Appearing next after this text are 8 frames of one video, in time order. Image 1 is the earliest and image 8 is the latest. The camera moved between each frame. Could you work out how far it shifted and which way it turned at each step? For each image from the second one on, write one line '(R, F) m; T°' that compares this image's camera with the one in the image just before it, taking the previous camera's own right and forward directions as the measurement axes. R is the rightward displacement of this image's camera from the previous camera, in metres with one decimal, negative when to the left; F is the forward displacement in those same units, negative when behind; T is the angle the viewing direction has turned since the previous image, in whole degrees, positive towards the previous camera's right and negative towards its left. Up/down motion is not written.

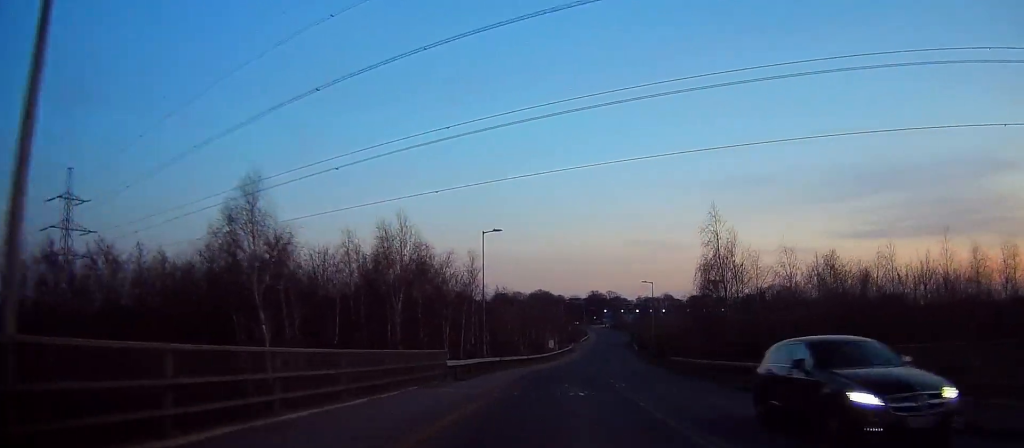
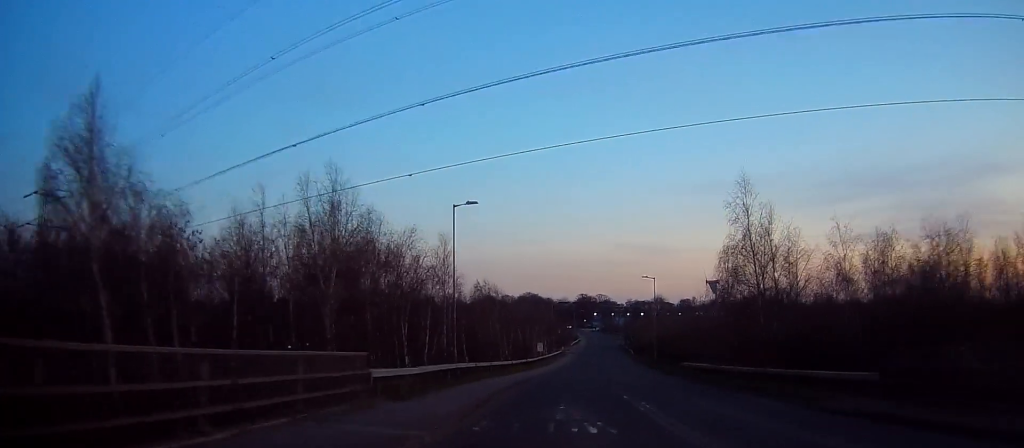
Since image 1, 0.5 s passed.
(+0.1, +8.2) m; +1°
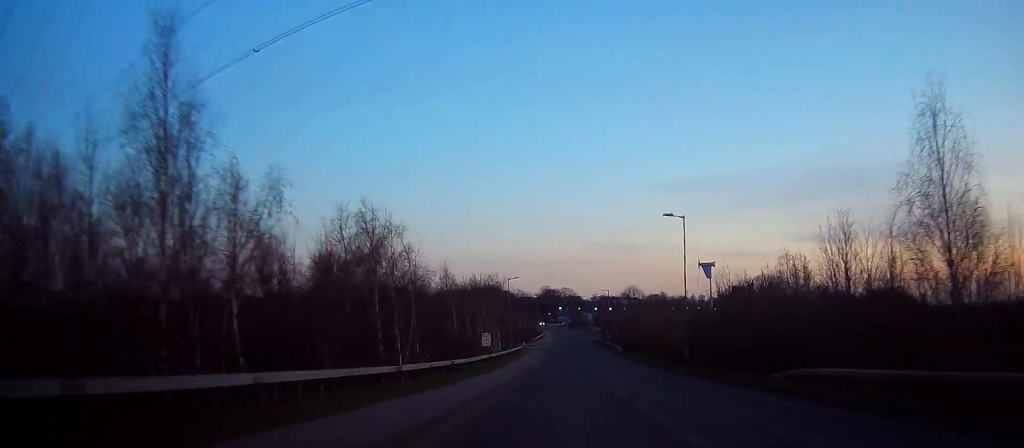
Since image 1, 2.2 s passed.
(+0.7, +27.2) m; +2°
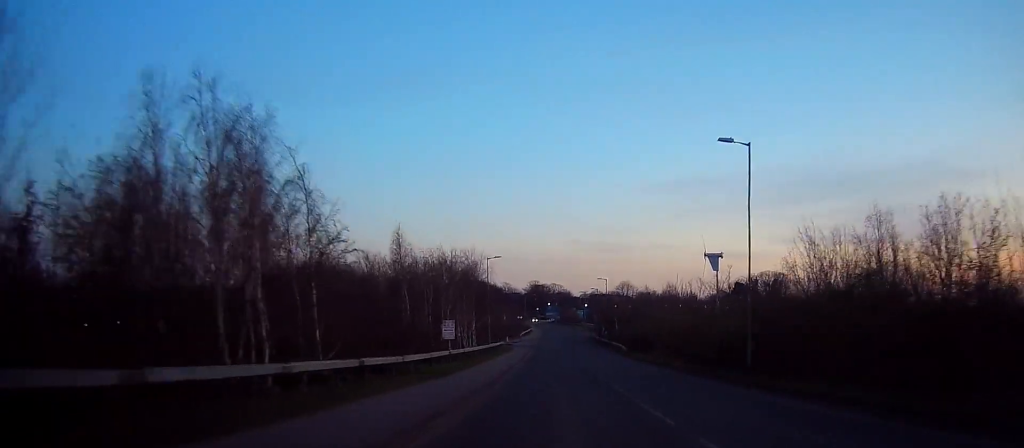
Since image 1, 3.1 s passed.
(0.0, +13.0) m; 0°
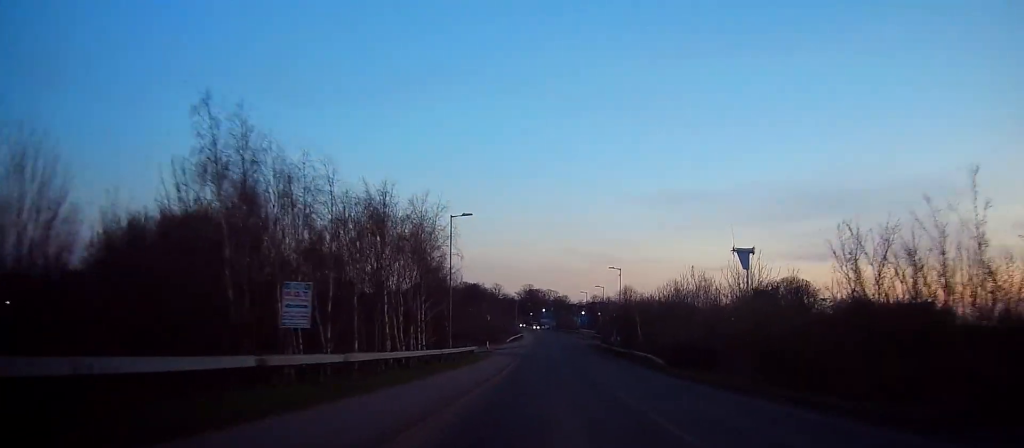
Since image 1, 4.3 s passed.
(0.0, +20.2) m; +1°
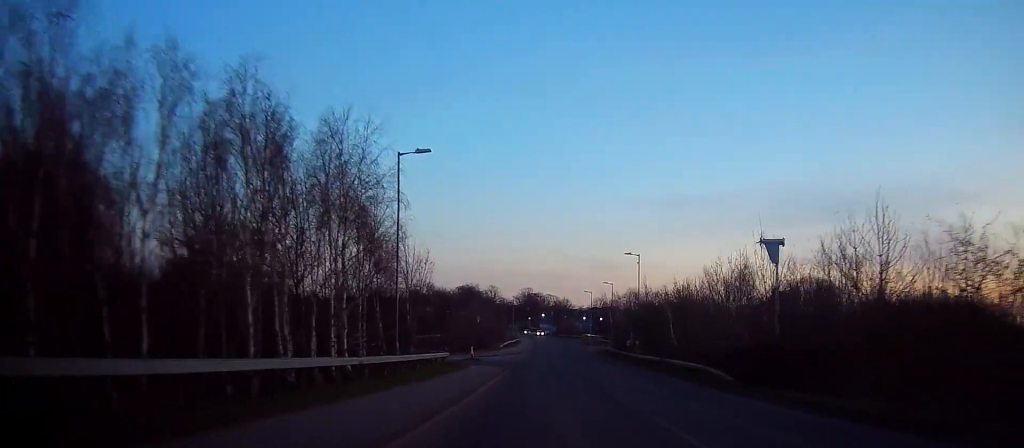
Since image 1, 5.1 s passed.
(+0.2, +13.1) m; +1°
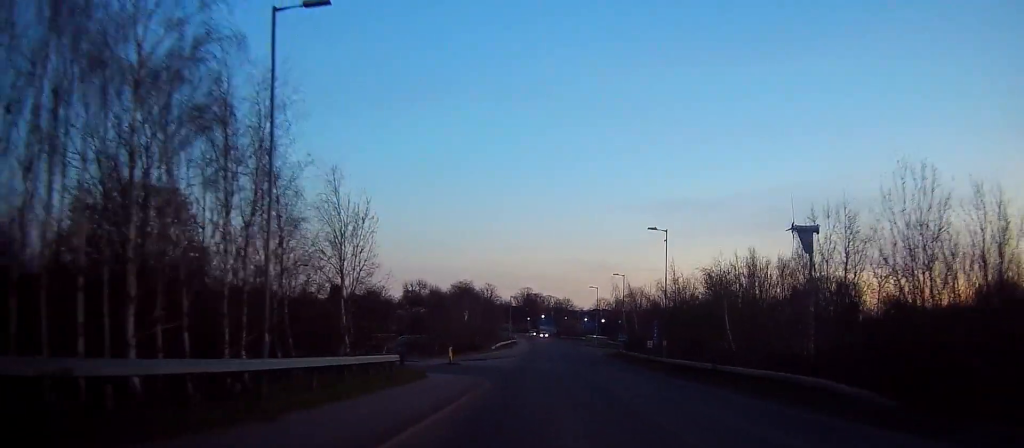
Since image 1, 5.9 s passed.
(+0.1, +11.4) m; 0°
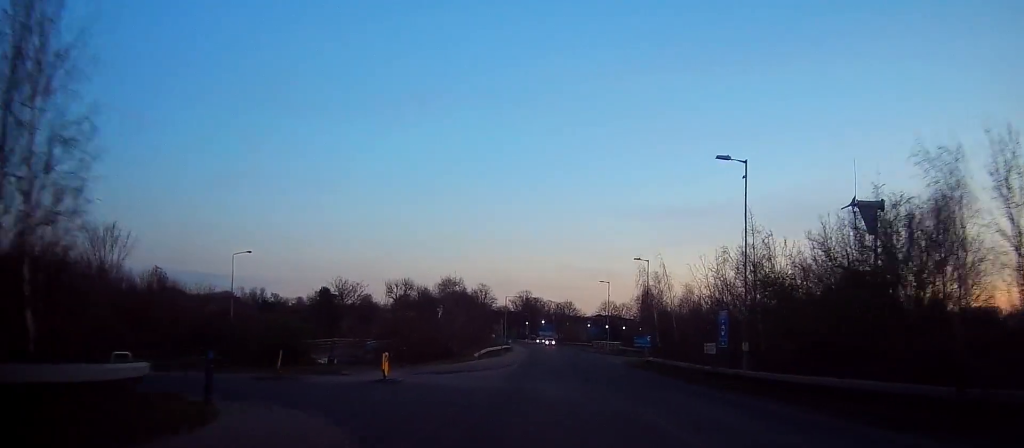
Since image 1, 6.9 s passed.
(-0.2, +16.0) m; 0°
